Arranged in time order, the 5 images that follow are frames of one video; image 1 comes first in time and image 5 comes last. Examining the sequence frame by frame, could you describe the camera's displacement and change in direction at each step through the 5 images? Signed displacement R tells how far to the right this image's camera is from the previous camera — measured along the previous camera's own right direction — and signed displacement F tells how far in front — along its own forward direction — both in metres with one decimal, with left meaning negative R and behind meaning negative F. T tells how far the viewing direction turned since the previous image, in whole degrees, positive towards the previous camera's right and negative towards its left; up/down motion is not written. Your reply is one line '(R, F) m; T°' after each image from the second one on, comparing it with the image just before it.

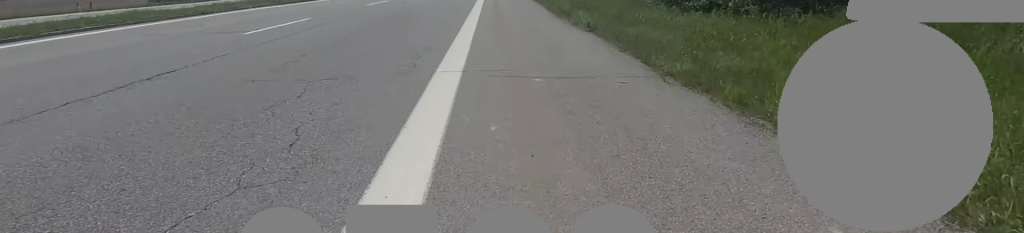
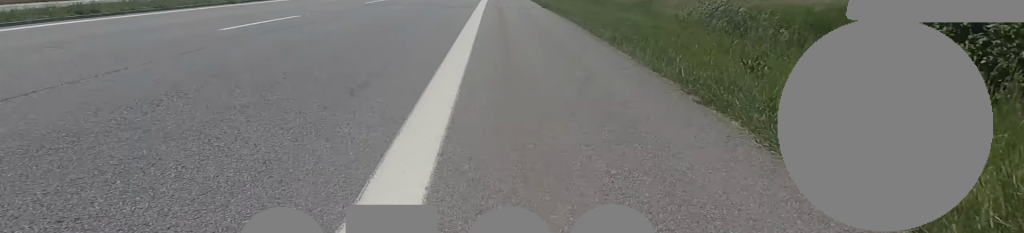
(+1.5, +9.4) m; 0°
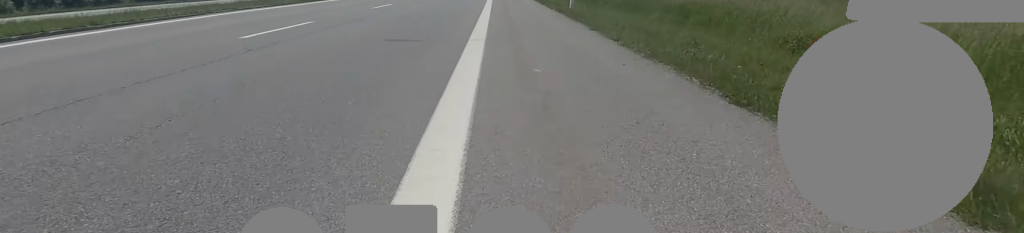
(-2.5, +17.1) m; -7°
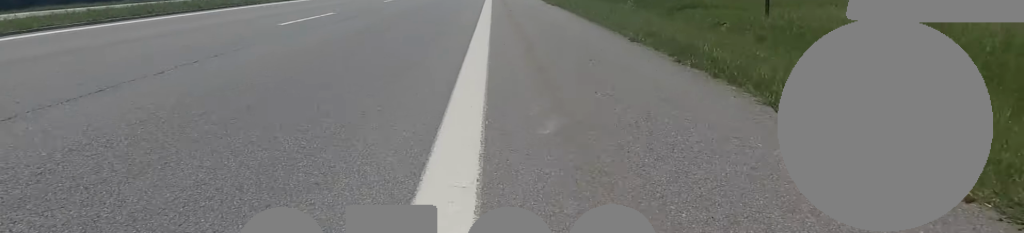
(+1.0, +16.9) m; +2°
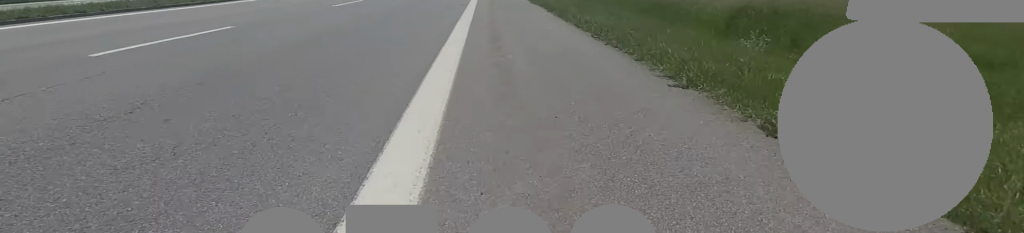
(-0.6, +13.5) m; 0°
